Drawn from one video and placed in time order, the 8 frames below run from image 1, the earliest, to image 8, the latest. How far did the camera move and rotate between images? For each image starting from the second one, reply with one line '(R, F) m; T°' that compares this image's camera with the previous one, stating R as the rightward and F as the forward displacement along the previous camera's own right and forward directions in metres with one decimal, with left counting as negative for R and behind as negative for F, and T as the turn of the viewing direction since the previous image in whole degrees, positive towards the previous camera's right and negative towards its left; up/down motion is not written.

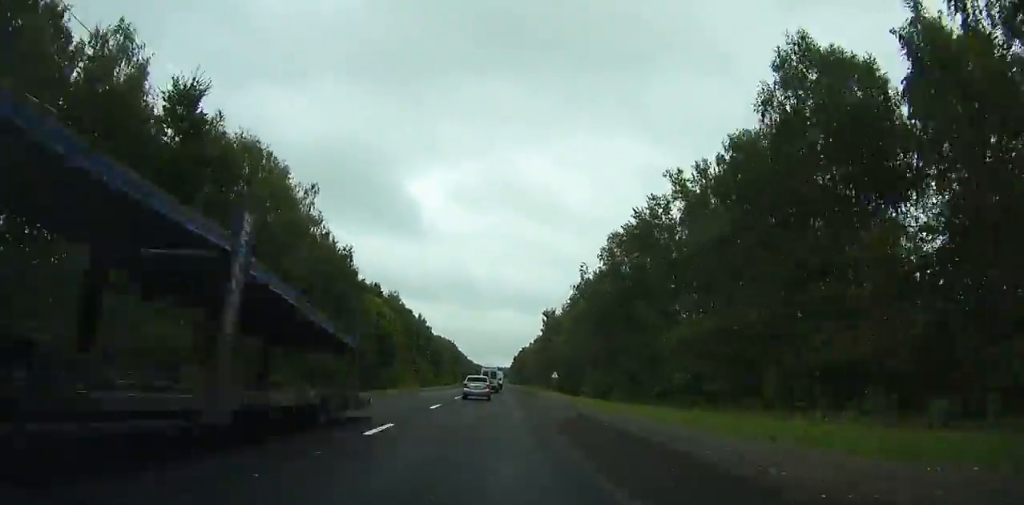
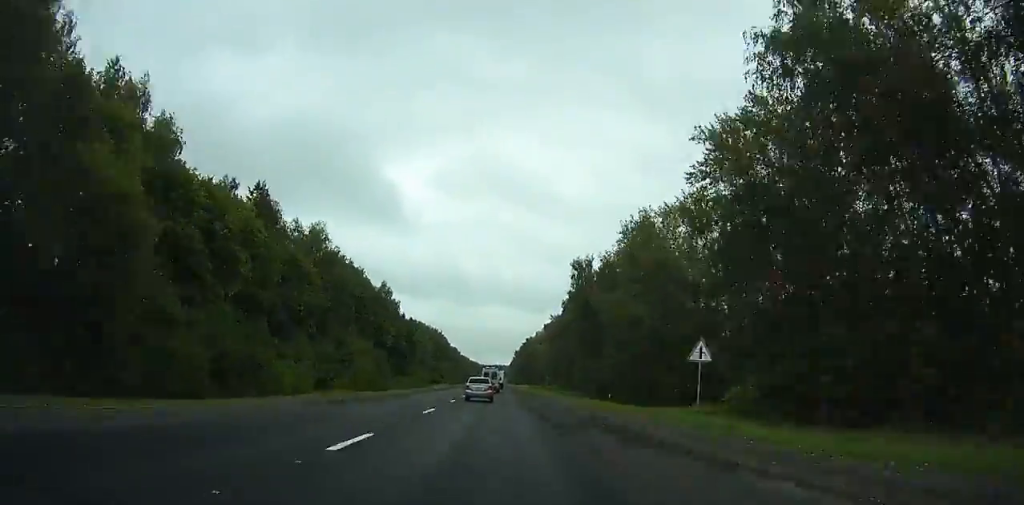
(0.0, +59.7) m; 0°
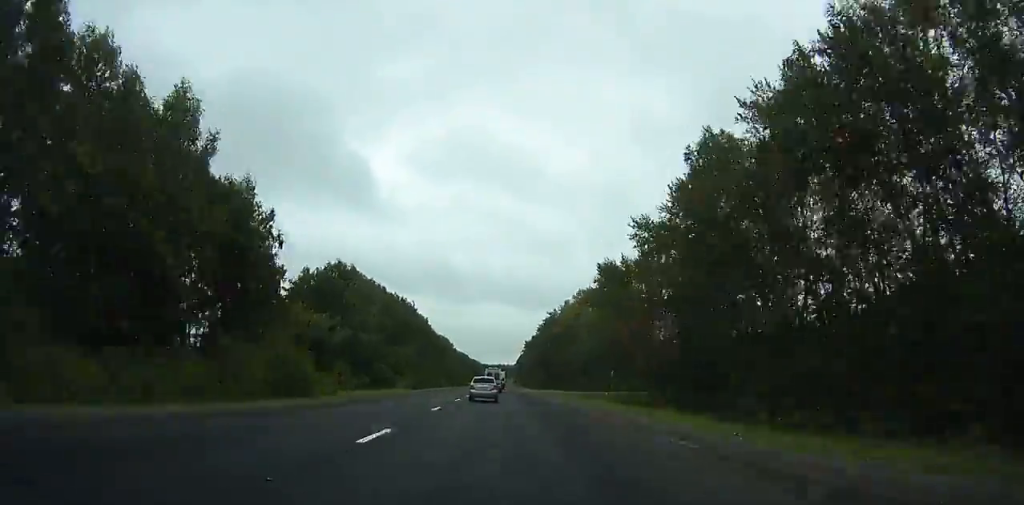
(-3.2, +86.2) m; -10°
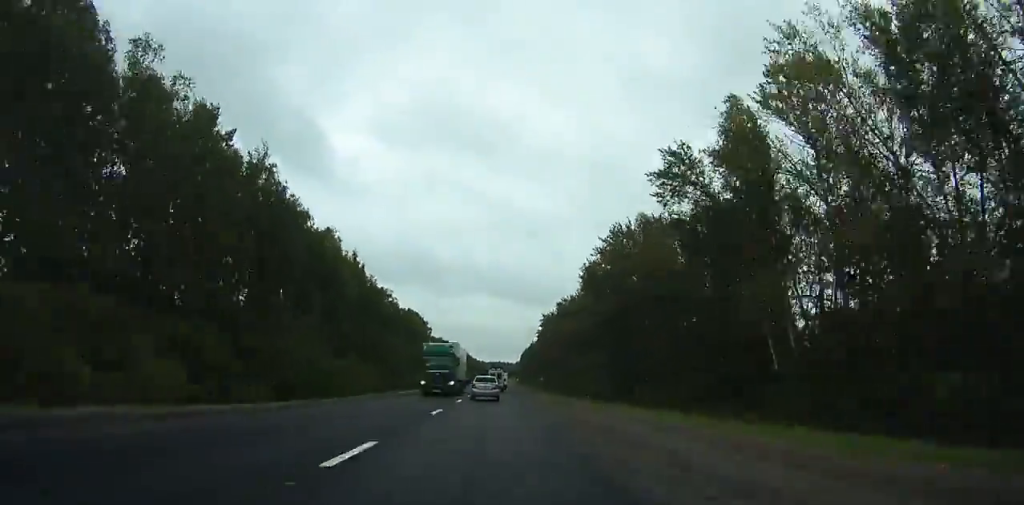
(-8.4, +101.7) m; +9°
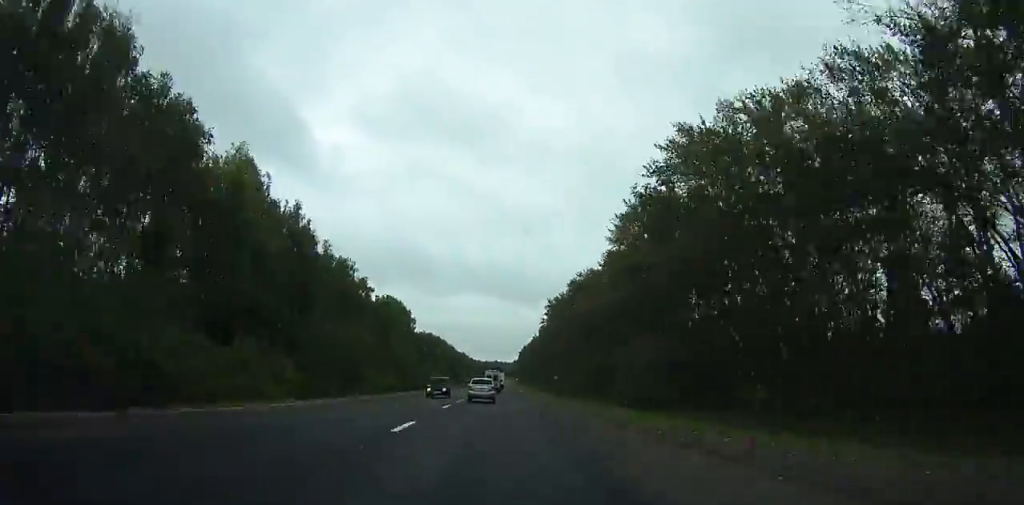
(+3.3, +31.7) m; +6°
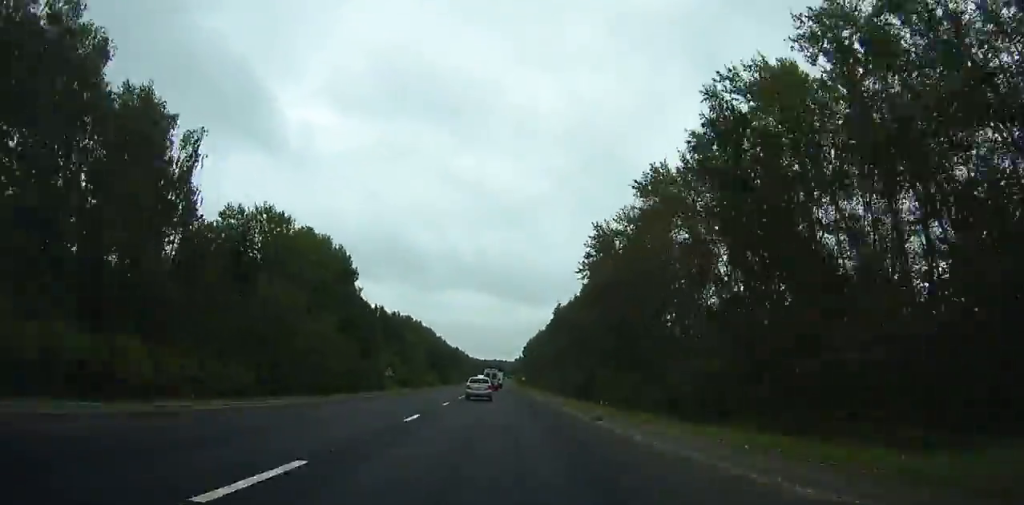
(+9.7, +73.8) m; +6°
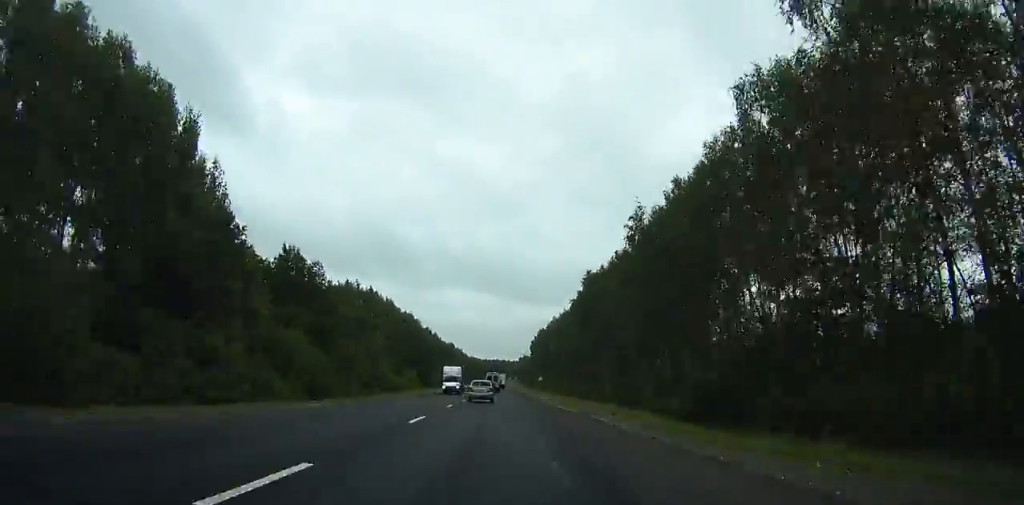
(-0.9, +68.3) m; -5°
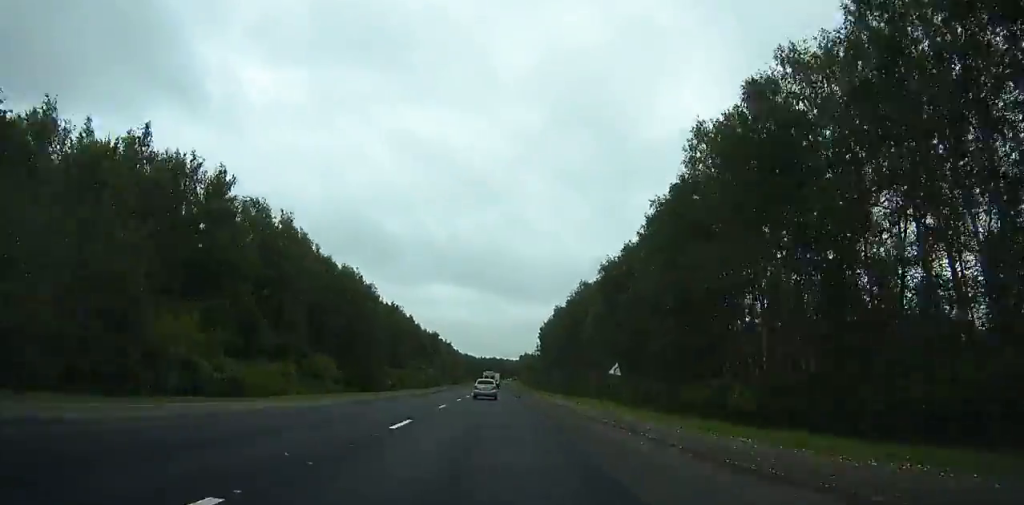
(-6.5, +80.7) m; -5°
